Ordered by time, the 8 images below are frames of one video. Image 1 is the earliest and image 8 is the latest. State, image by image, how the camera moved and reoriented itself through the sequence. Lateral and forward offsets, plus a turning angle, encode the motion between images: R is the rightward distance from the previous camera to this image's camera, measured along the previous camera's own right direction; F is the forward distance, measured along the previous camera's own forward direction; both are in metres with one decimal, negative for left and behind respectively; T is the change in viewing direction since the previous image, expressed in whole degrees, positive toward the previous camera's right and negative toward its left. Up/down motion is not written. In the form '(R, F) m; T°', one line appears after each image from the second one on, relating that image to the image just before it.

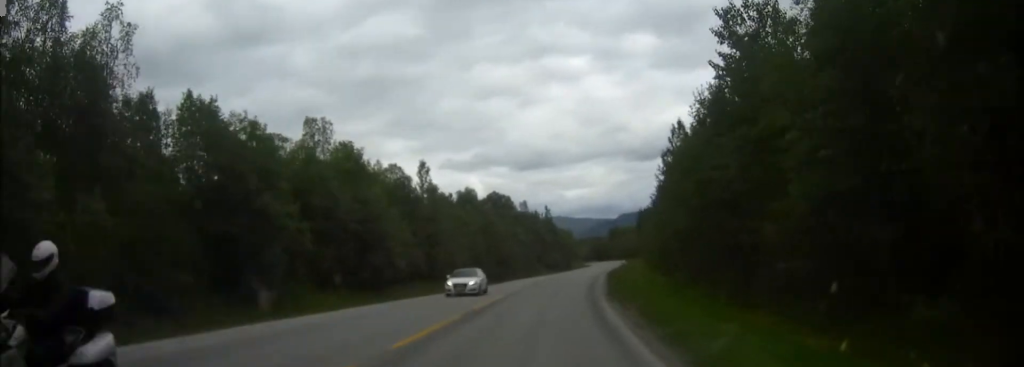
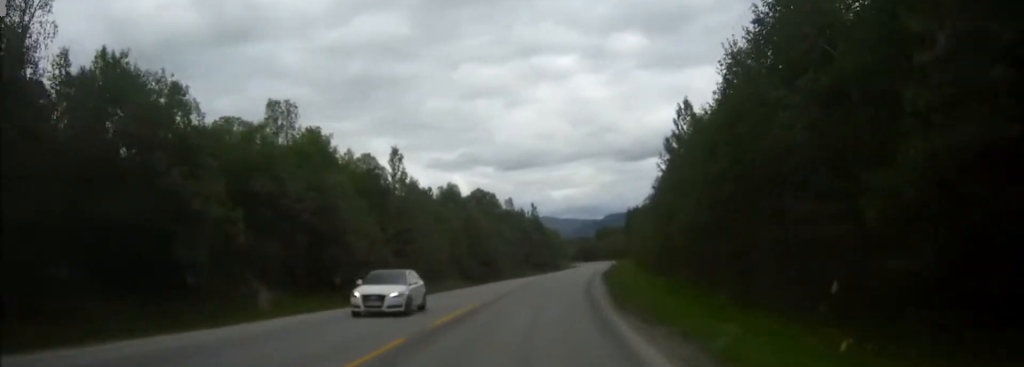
(-0.1, +8.4) m; +1°
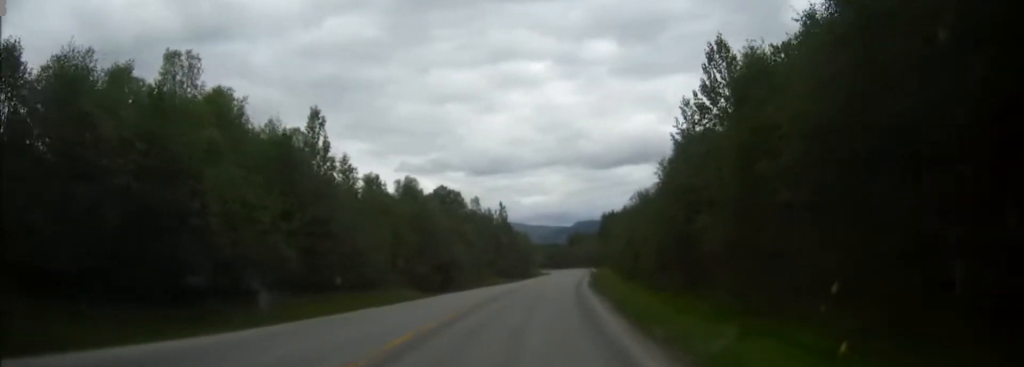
(+0.6, +16.7) m; +2°
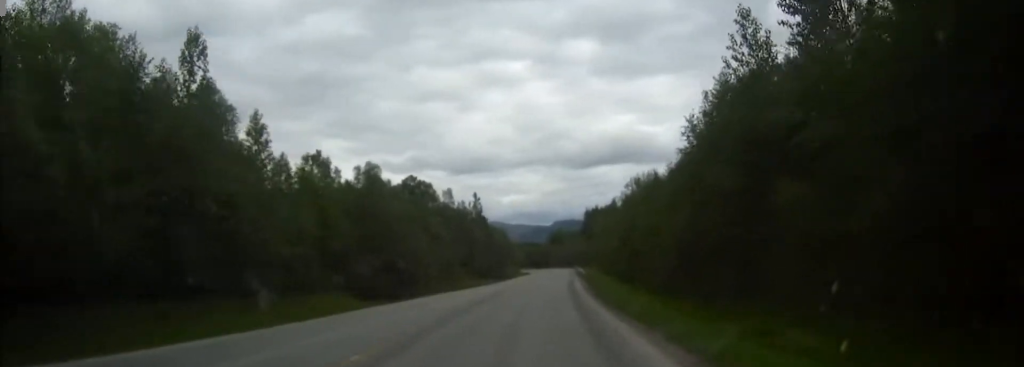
(+0.2, +16.1) m; +1°
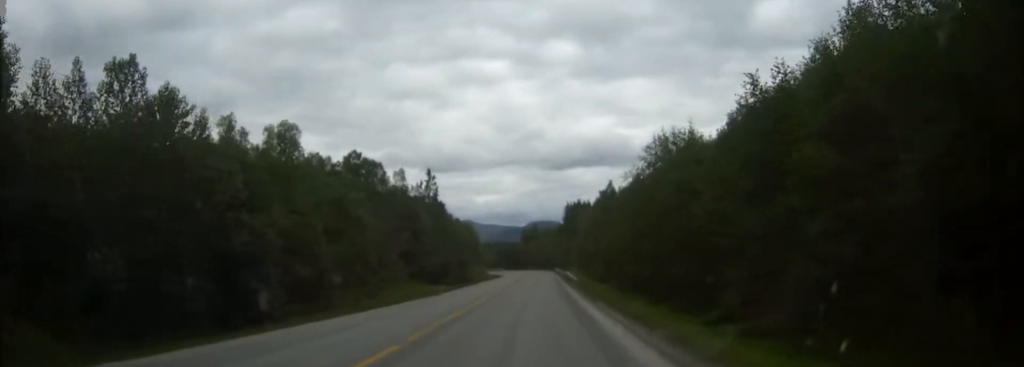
(+0.5, +31.2) m; +2°
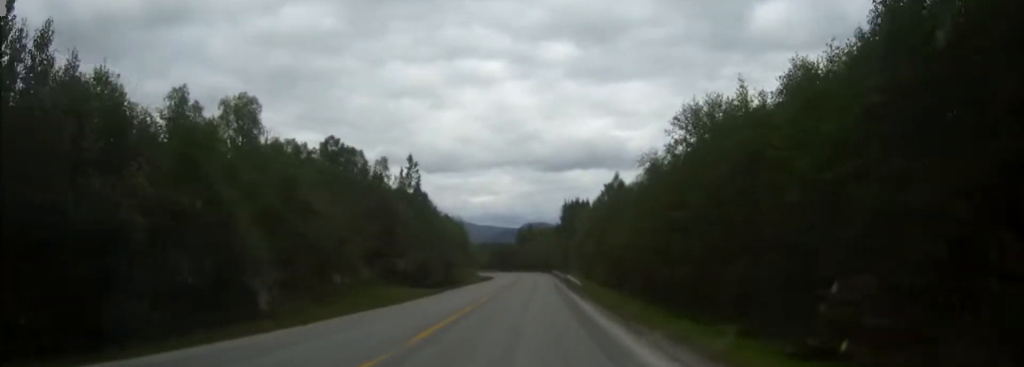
(+0.1, +12.5) m; +1°
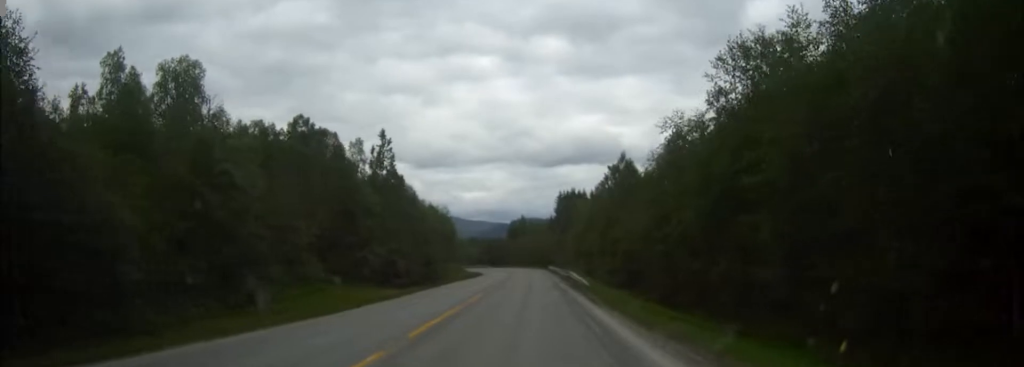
(+0.1, +12.6) m; 0°
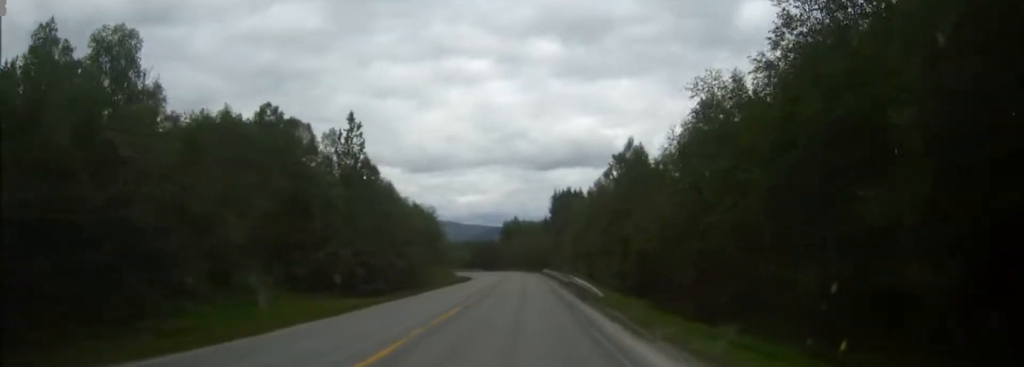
(0.0, +10.6) m; 0°
